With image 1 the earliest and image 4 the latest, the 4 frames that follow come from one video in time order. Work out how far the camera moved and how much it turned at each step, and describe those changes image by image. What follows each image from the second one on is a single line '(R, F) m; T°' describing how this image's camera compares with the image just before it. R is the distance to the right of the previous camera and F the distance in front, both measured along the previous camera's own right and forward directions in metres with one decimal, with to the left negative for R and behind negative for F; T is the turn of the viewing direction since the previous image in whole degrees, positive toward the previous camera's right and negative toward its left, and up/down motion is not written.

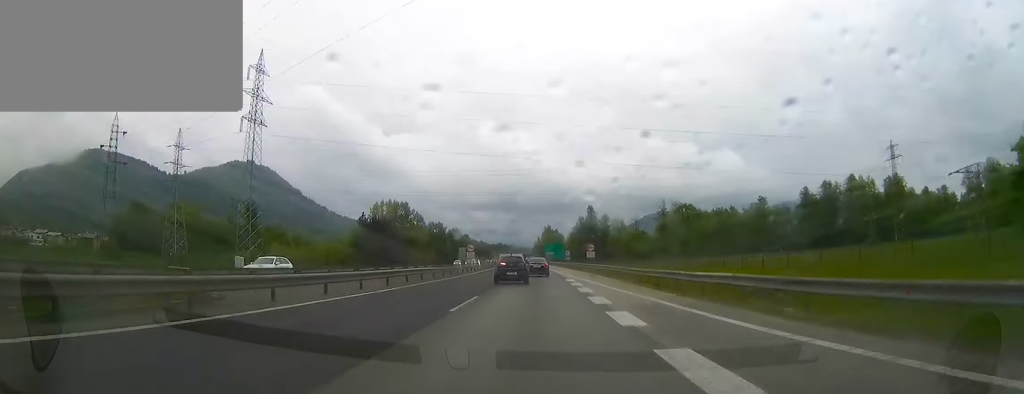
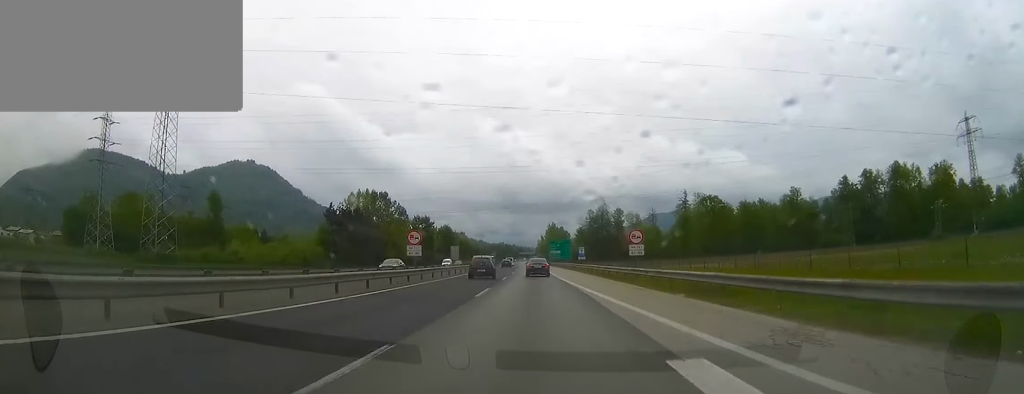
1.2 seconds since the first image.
(-0.3, +31.1) m; -1°
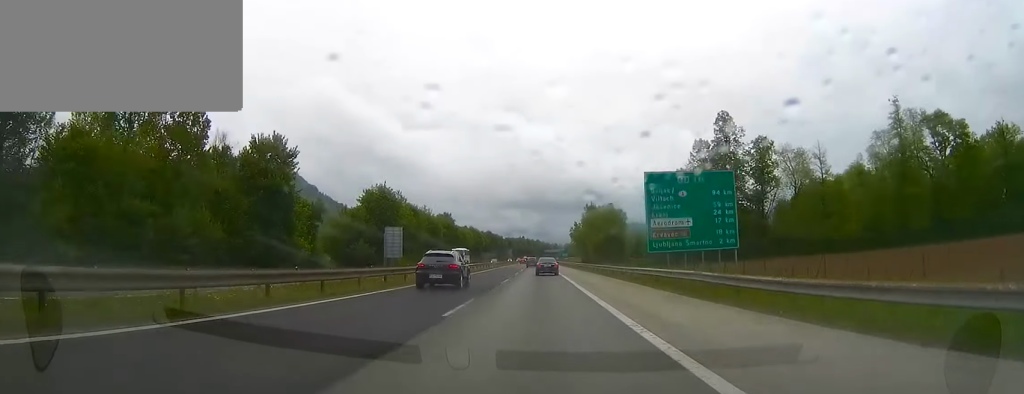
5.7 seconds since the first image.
(-3.0, +118.4) m; -2°
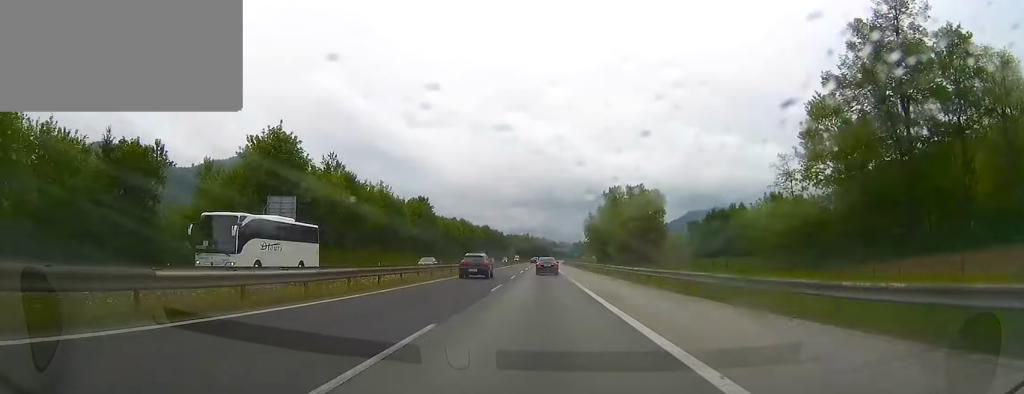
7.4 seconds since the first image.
(-0.2, +45.5) m; 0°
